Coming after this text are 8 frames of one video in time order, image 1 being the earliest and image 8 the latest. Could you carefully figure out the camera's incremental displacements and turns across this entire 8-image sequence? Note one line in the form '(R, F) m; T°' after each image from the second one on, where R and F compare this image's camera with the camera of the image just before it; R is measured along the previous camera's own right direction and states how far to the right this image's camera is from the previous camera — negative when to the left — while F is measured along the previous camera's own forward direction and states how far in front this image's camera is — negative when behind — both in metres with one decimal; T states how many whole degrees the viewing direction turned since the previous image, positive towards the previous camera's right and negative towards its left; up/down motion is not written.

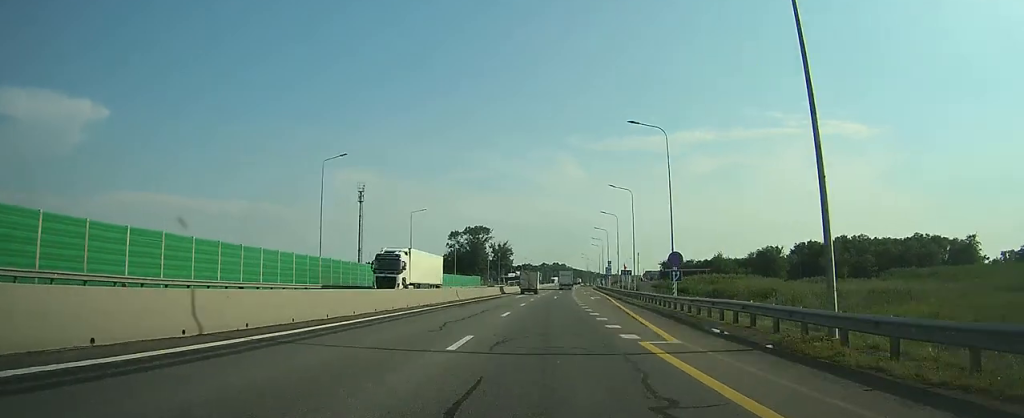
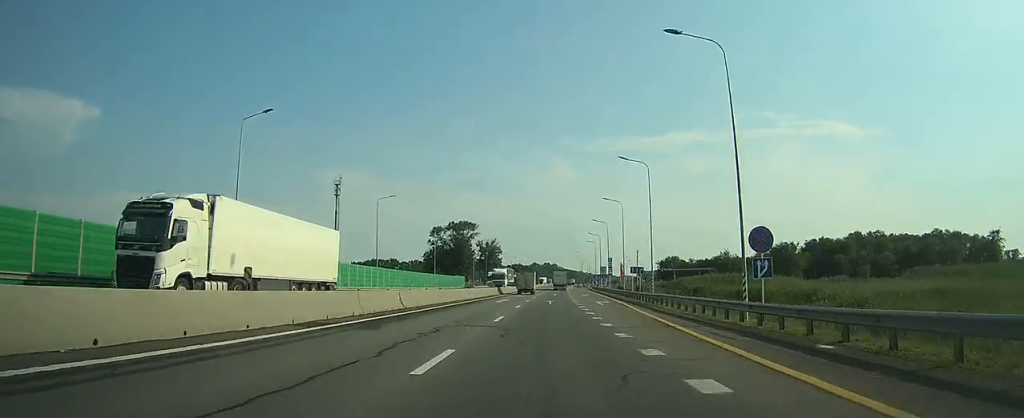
(+0.2, +15.0) m; +1°
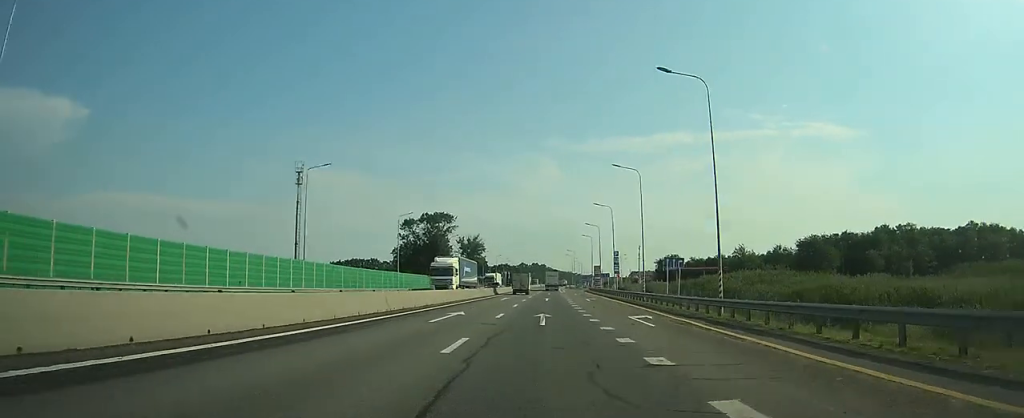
(+0.3, +21.6) m; +1°
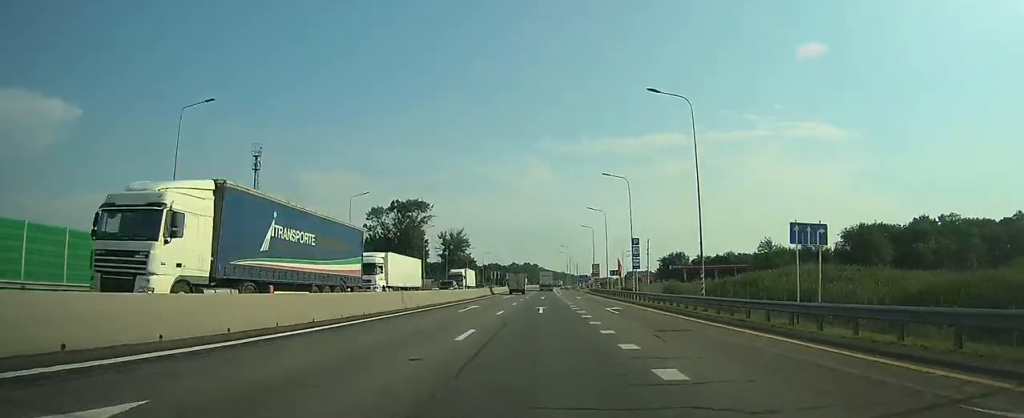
(+0.3, +21.6) m; +1°
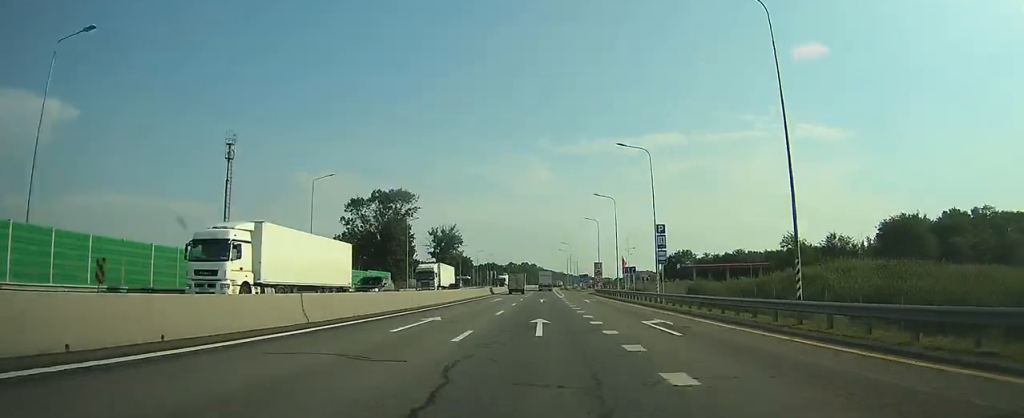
(+0.1, +12.4) m; 0°
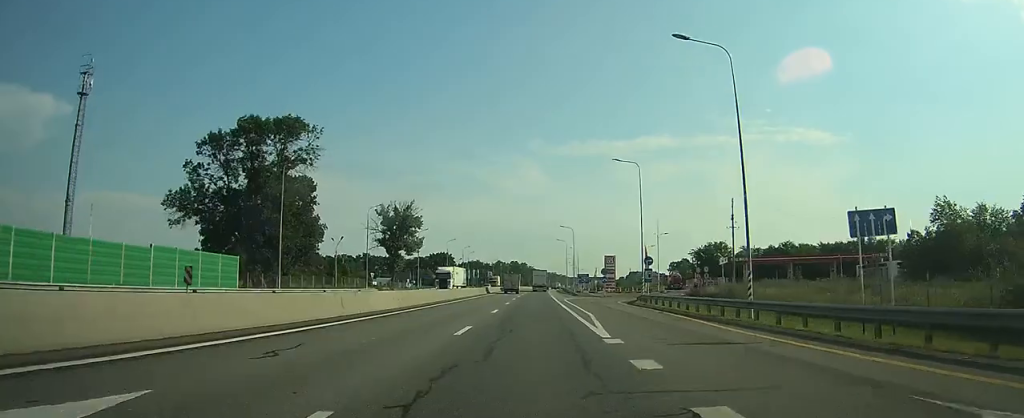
(+0.1, +46.2) m; +1°
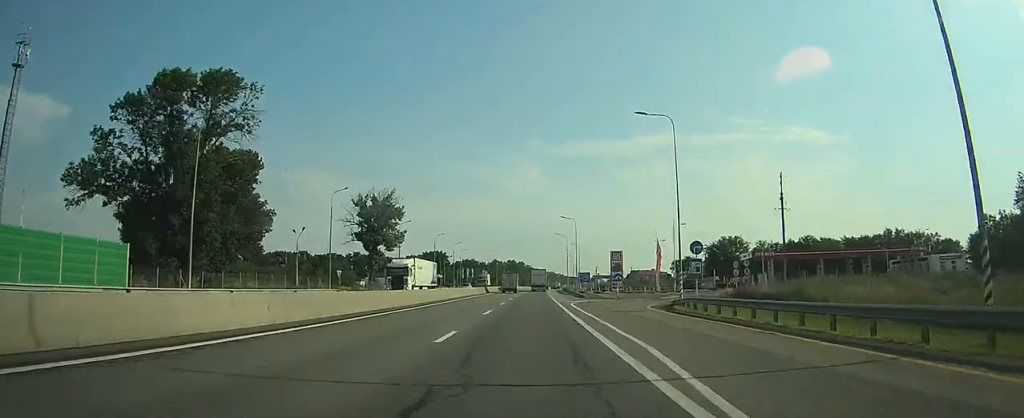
(+0.1, +14.0) m; 0°
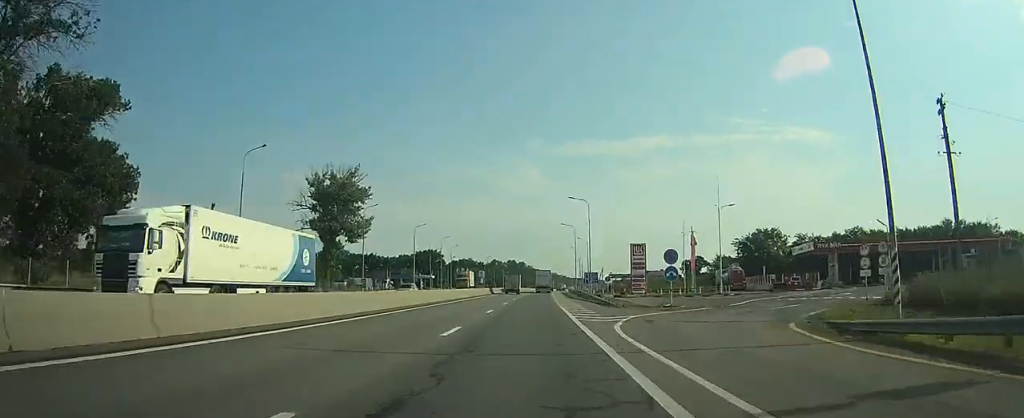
(+0.1, +22.2) m; +1°
